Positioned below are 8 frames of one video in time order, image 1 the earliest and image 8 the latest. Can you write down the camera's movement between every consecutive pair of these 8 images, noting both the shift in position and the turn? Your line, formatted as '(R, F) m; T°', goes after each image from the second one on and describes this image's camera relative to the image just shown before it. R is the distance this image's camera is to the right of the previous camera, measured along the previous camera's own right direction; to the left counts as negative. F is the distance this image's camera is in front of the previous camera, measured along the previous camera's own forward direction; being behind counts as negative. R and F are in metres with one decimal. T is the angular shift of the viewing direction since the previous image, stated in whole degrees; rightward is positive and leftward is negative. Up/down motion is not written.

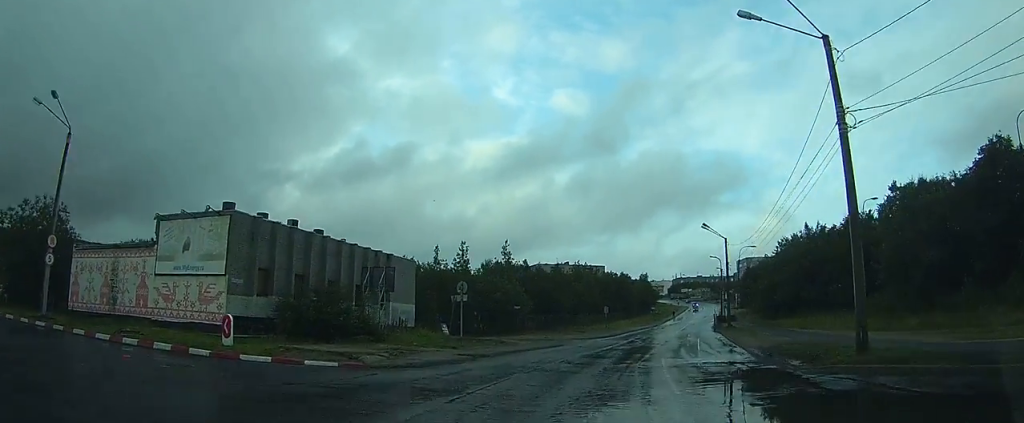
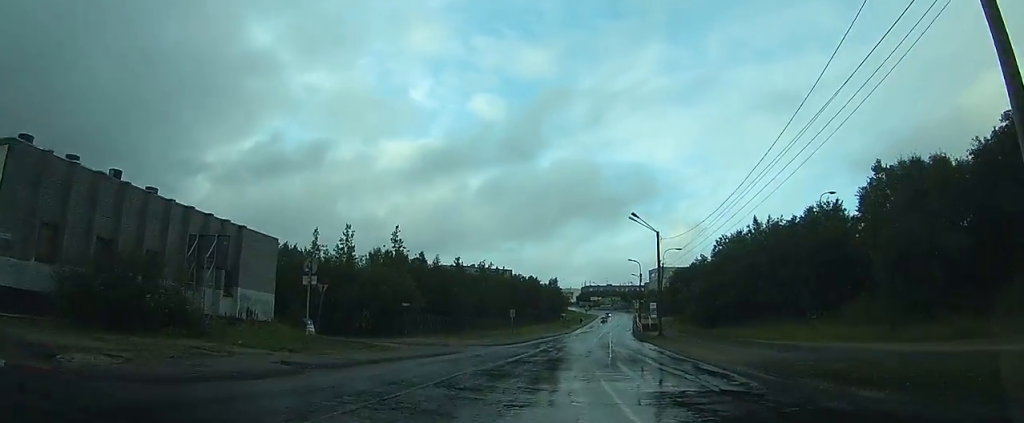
(-0.1, +20.9) m; -1°
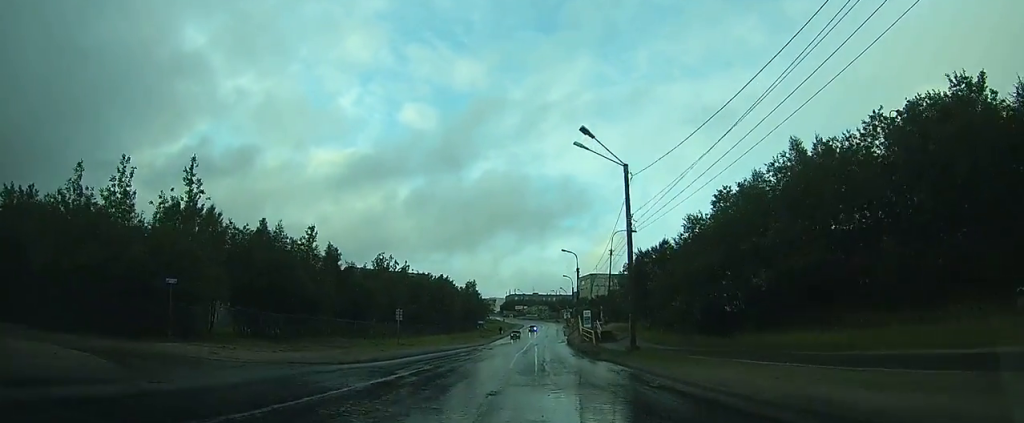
(+1.0, +40.9) m; +4°
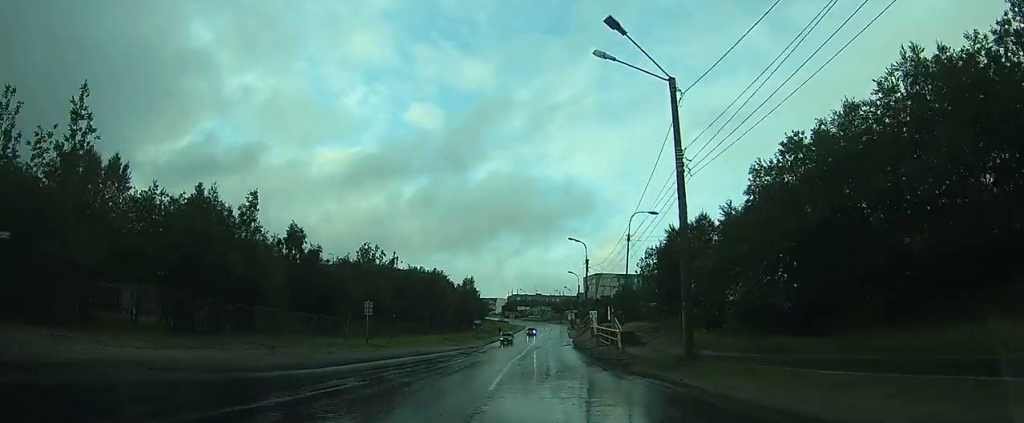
(+0.1, +14.3) m; +1°
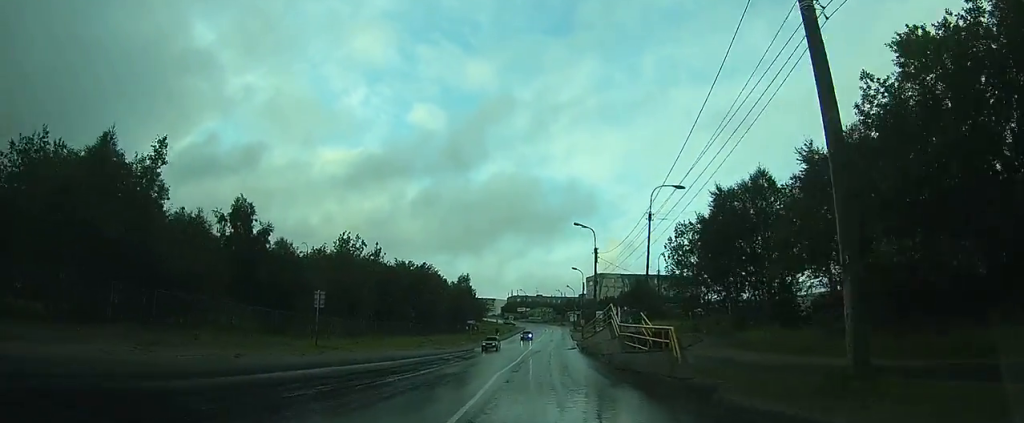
(+0.1, +12.2) m; 0°
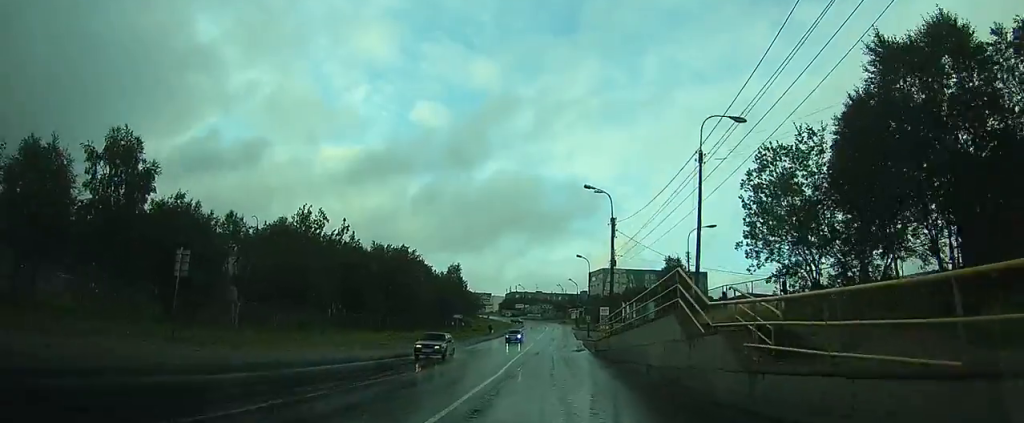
(0.0, +15.3) m; 0°
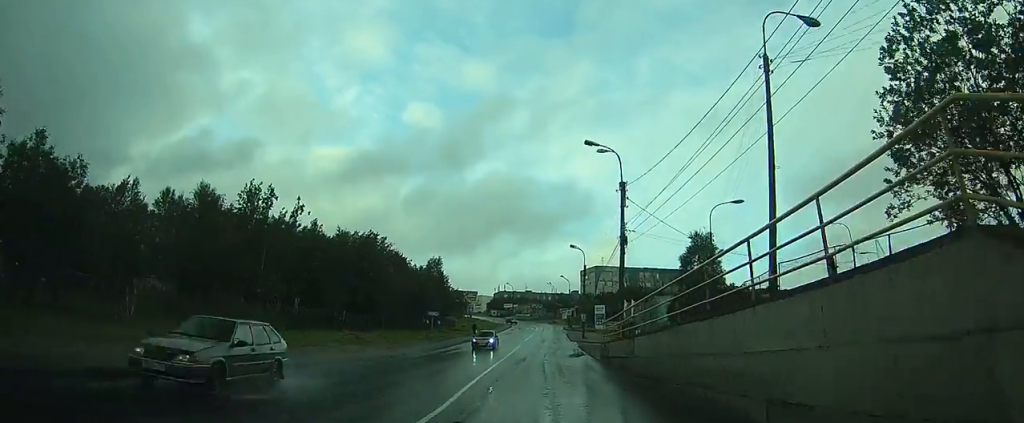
(0.0, +10.9) m; +1°
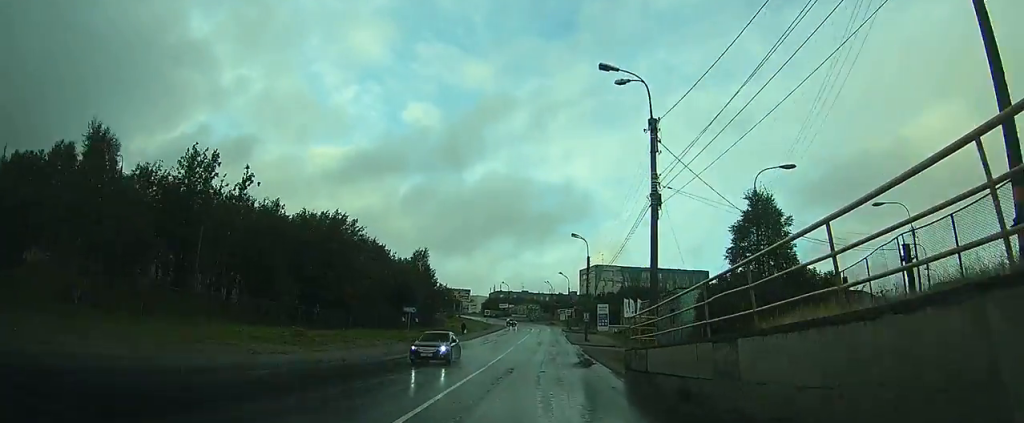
(+0.1, +10.3) m; +1°
